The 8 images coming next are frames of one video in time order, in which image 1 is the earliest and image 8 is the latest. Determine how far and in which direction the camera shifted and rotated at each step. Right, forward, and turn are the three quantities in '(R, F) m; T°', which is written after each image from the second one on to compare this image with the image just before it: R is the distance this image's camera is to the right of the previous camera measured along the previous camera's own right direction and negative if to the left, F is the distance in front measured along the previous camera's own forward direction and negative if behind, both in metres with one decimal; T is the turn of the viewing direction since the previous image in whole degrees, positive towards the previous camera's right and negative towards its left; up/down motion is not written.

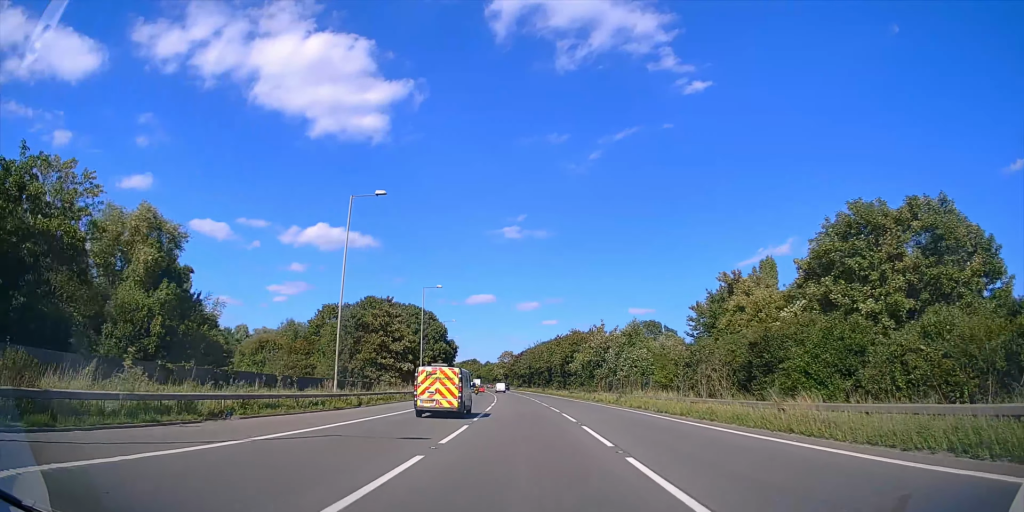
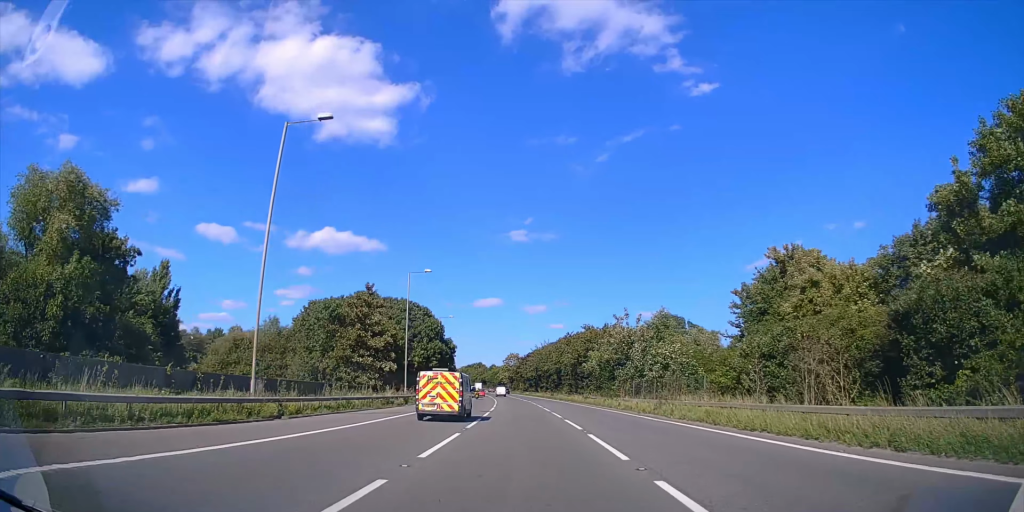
(0.0, +11.3) m; 0°
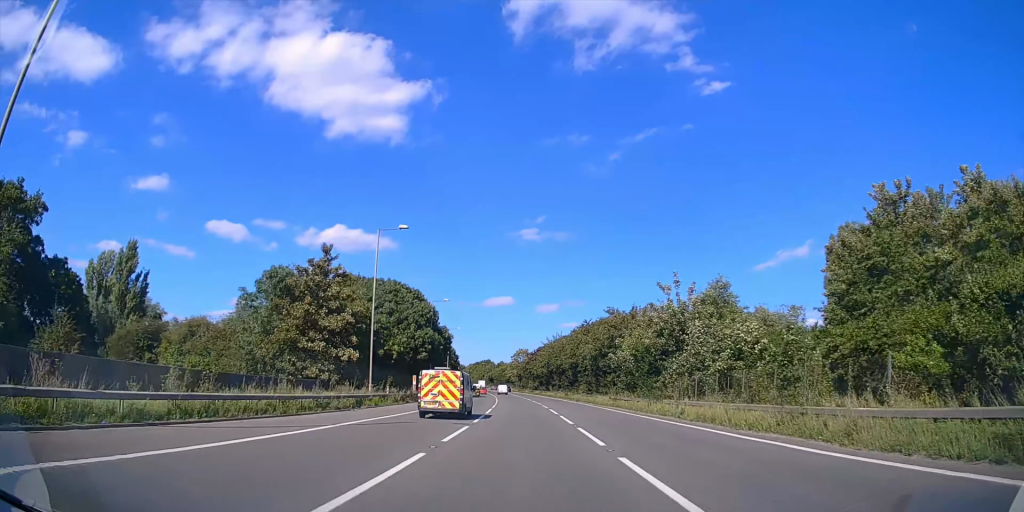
(-0.1, +15.1) m; -1°
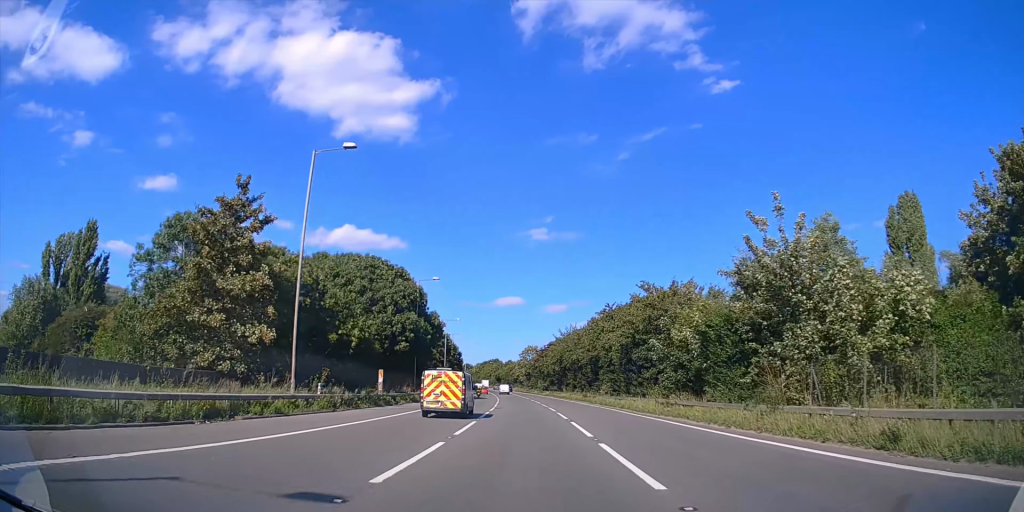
(-0.1, +15.1) m; -1°
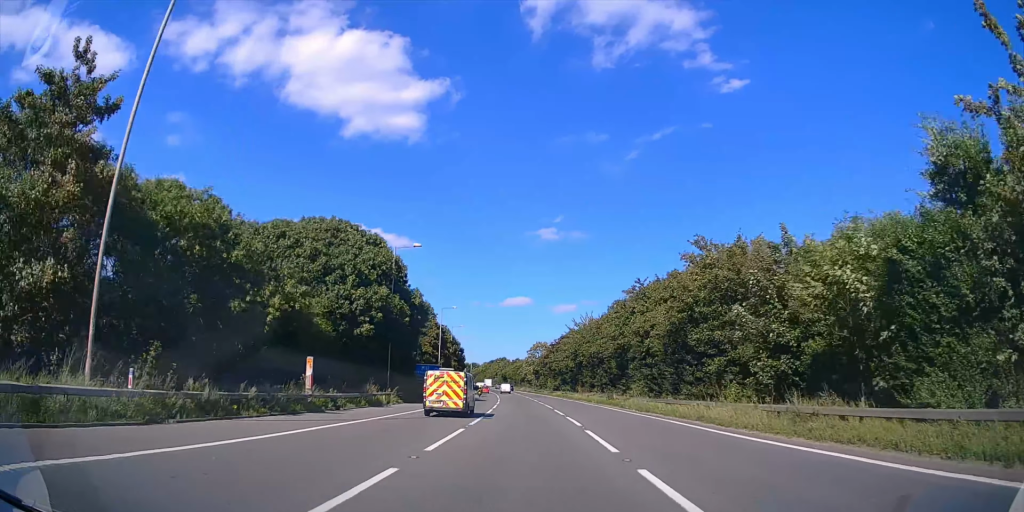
(-0.1, +13.5) m; -1°
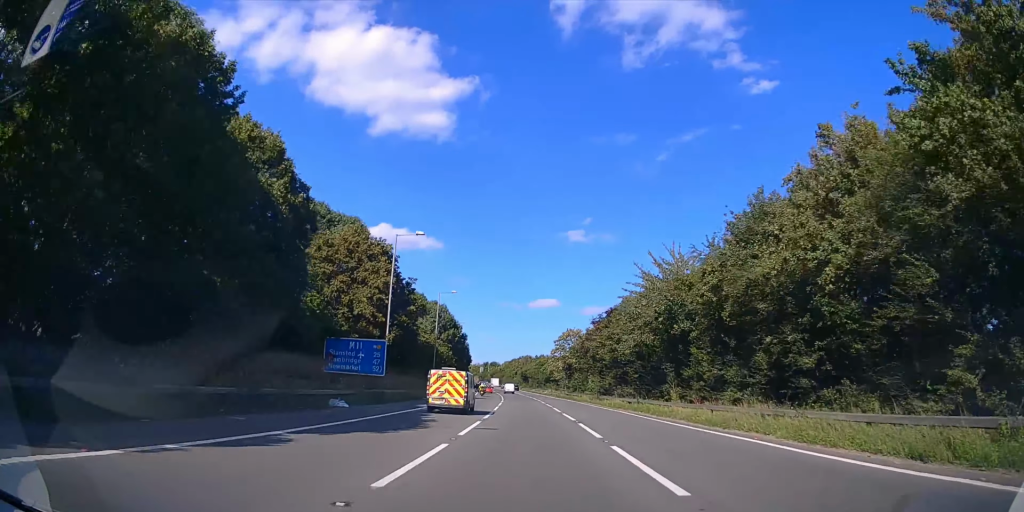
(-0.9, +41.8) m; -2°
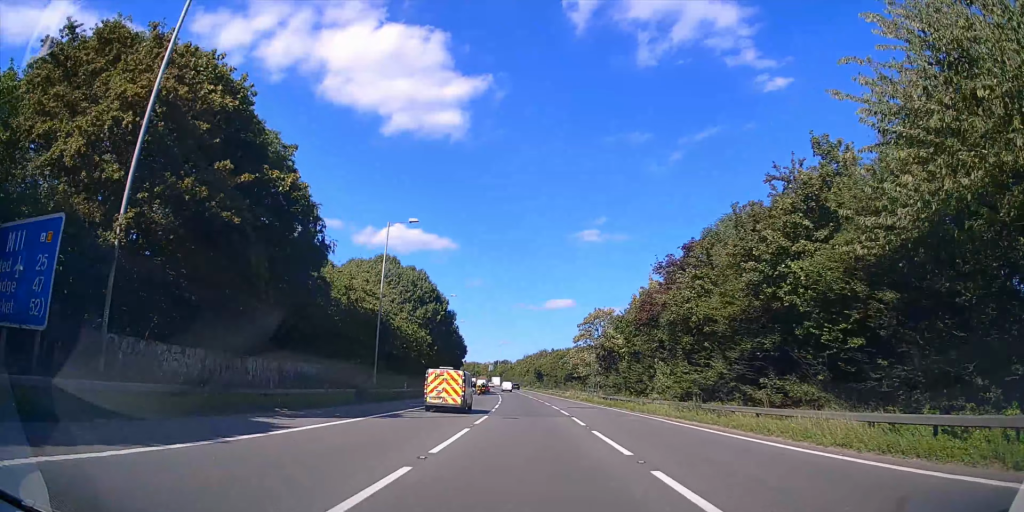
(-0.5, +33.2) m; -2°
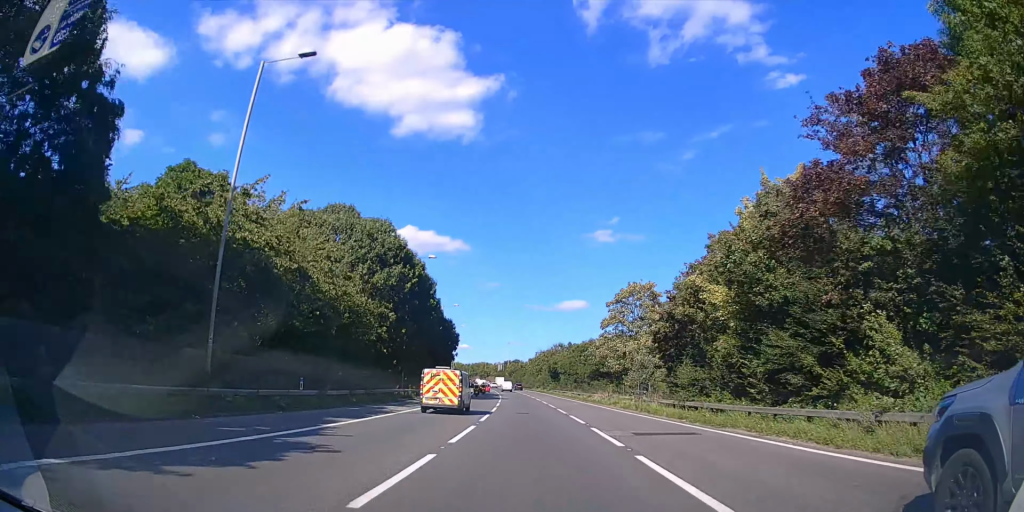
(-0.5, +24.6) m; -1°
